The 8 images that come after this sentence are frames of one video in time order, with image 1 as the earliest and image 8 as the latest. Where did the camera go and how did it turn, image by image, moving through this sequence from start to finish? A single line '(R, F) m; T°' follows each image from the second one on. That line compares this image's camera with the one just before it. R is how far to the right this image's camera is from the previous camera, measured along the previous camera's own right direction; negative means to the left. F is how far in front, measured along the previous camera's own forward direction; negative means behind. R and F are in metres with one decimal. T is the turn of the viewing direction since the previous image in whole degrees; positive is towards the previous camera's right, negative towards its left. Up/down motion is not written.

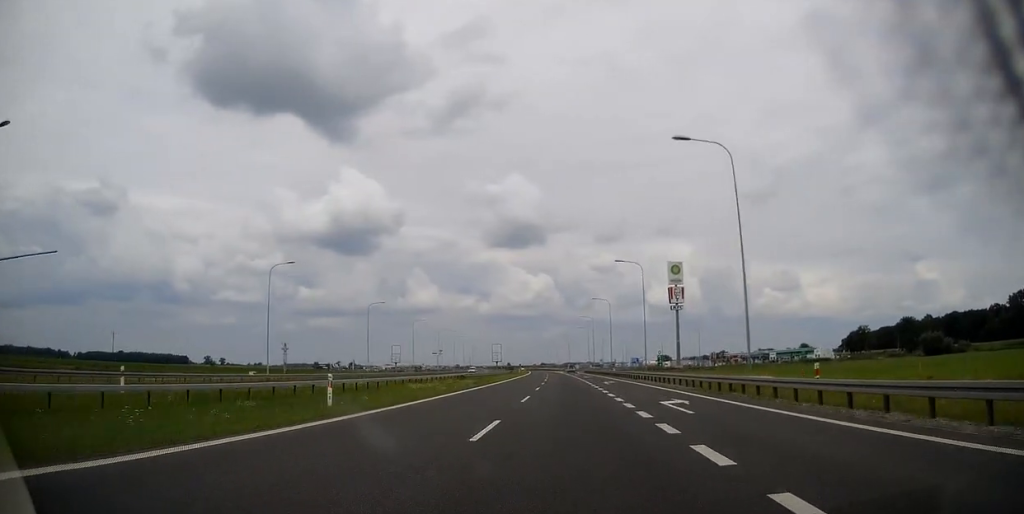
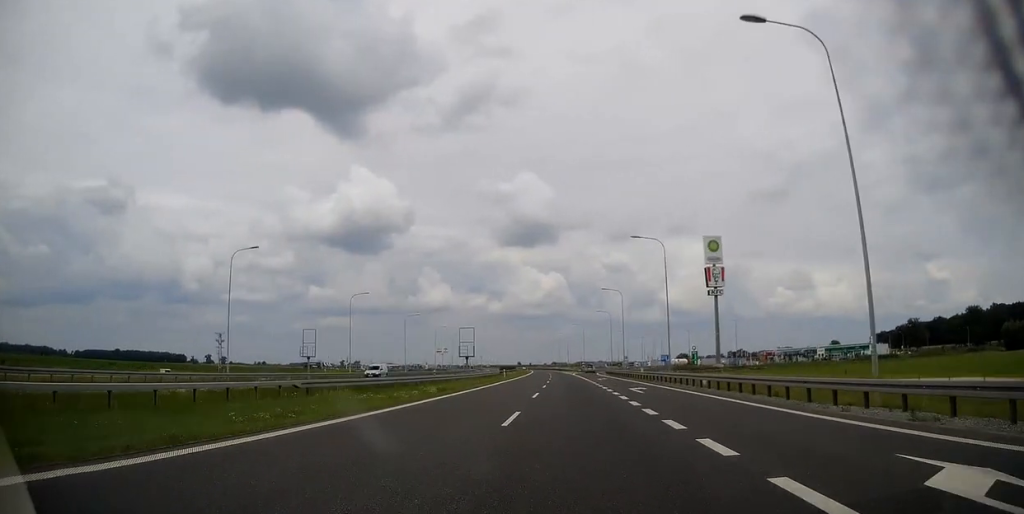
(-0.6, +46.3) m; -1°
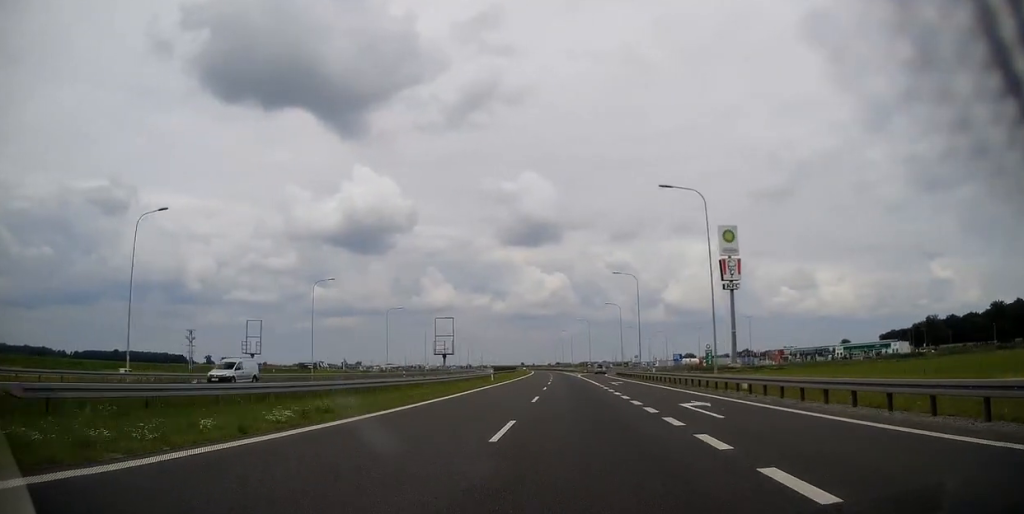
(0.0, +15.1) m; 0°
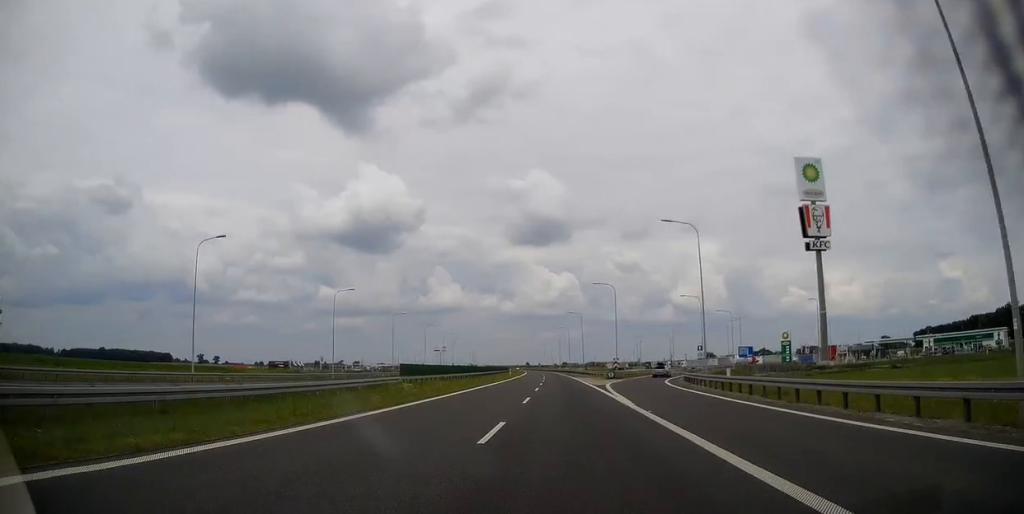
(-0.6, +61.5) m; -1°
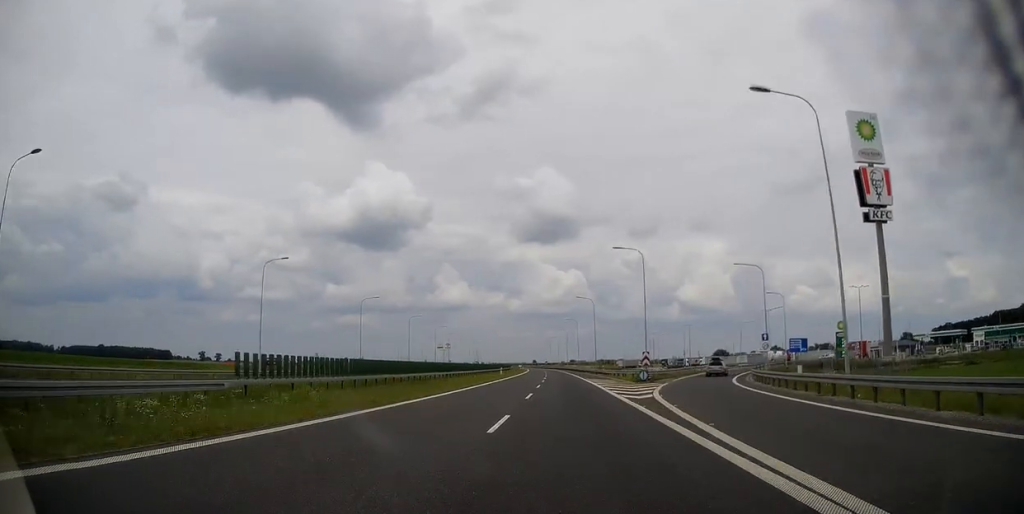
(-0.1, +23.2) m; 0°
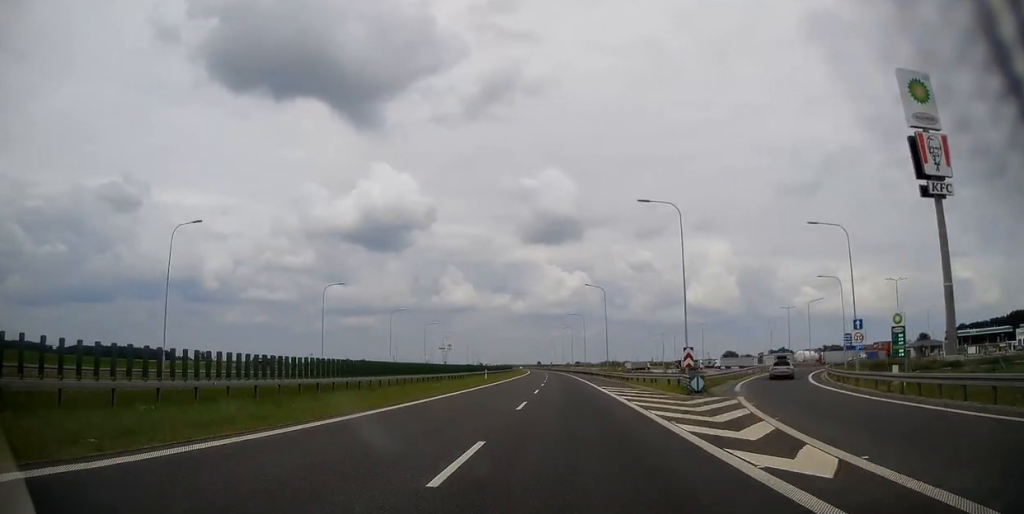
(0.0, +17.4) m; 0°
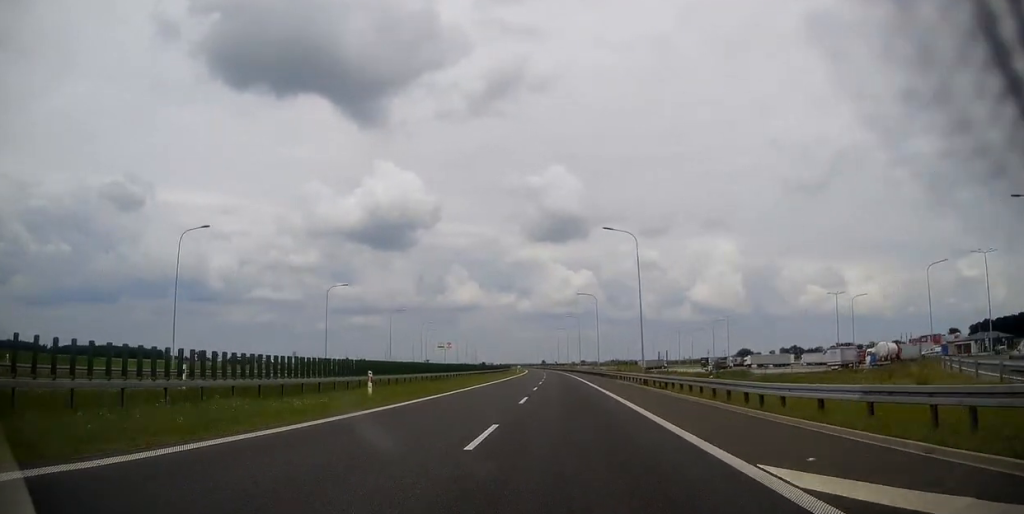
(-0.3, +33.7) m; -1°
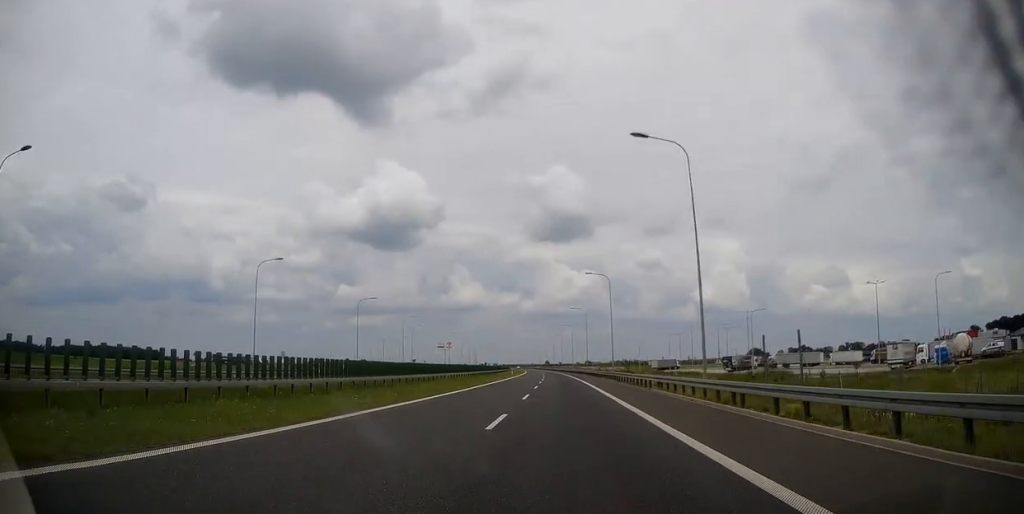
(-0.1, +20.9) m; 0°
